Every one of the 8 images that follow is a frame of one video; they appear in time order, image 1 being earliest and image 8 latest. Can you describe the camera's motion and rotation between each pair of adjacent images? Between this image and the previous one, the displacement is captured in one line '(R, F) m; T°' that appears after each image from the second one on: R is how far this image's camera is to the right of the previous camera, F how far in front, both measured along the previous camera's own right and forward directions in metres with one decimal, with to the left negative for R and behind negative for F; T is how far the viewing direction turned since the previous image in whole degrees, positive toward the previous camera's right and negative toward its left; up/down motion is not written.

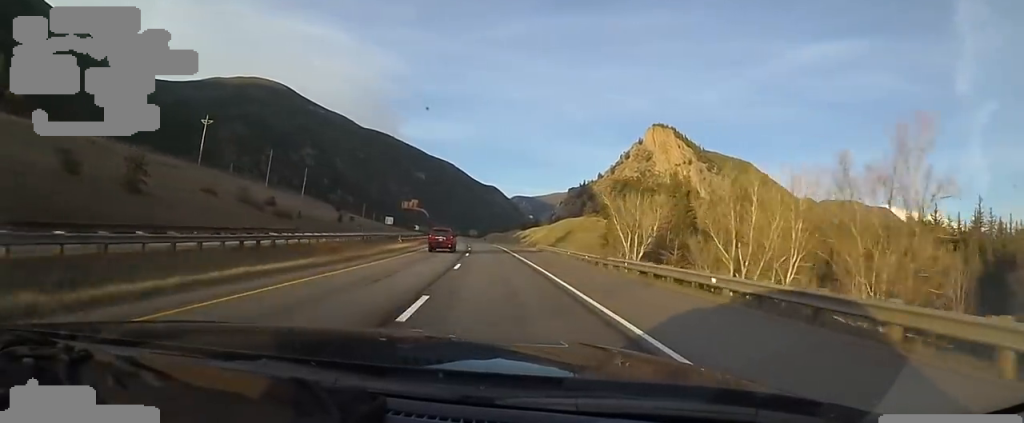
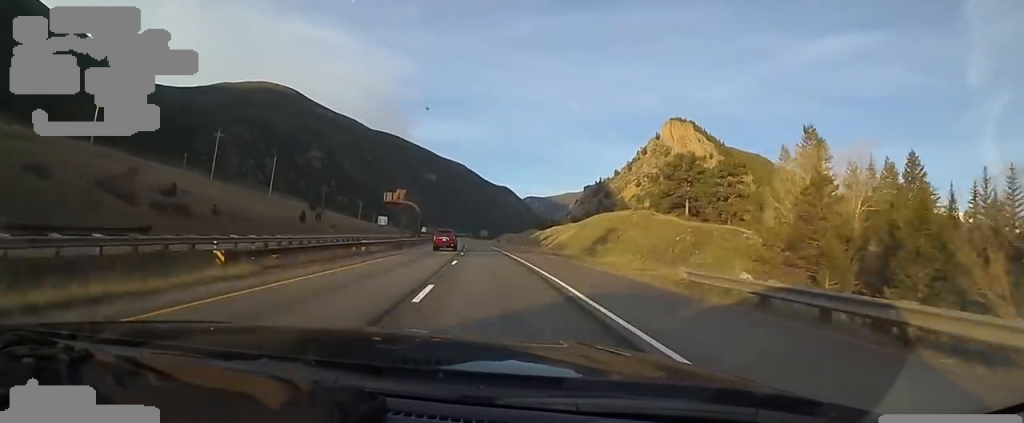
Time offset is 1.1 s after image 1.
(-0.4, +34.4) m; -1°
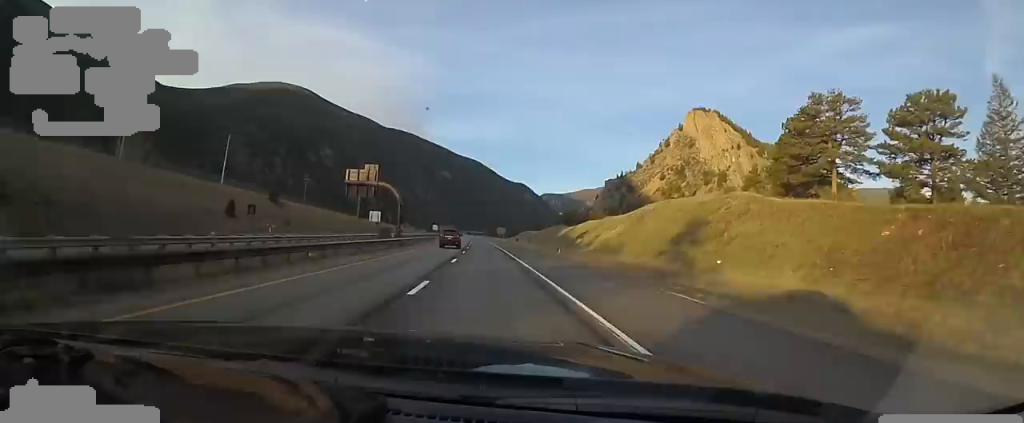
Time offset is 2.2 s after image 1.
(-0.1, +34.6) m; -3°
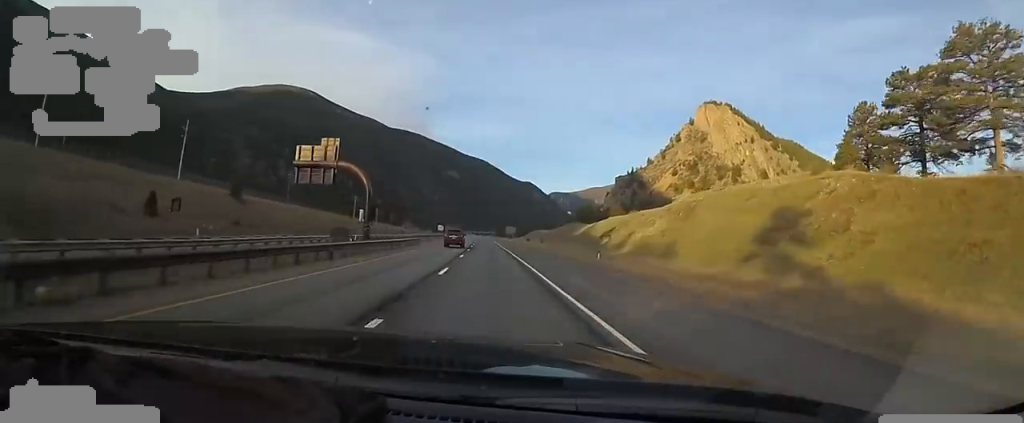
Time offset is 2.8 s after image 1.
(-1.1, +18.9) m; 0°
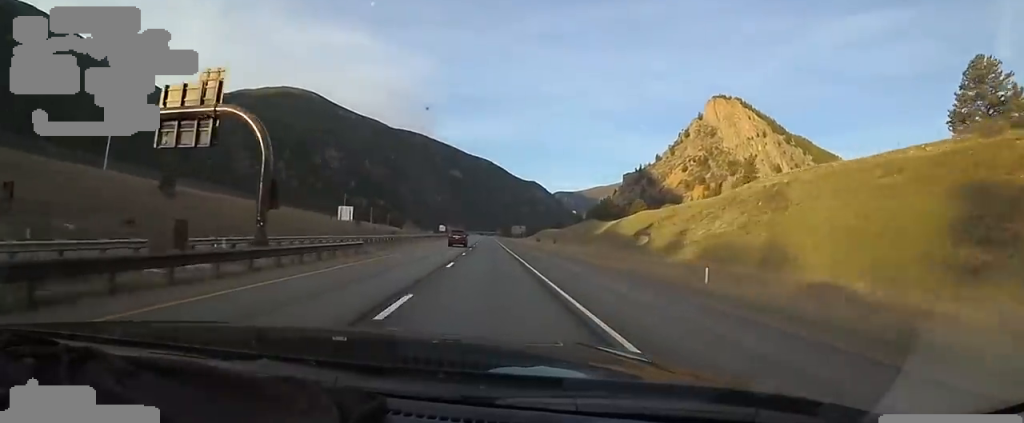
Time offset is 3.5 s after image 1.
(-0.2, +21.1) m; 0°
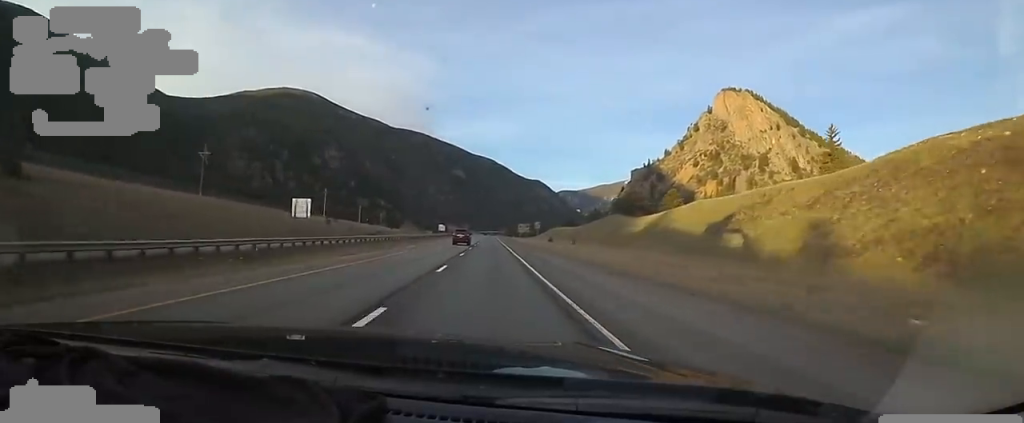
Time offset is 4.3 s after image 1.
(+1.1, +26.3) m; 0°
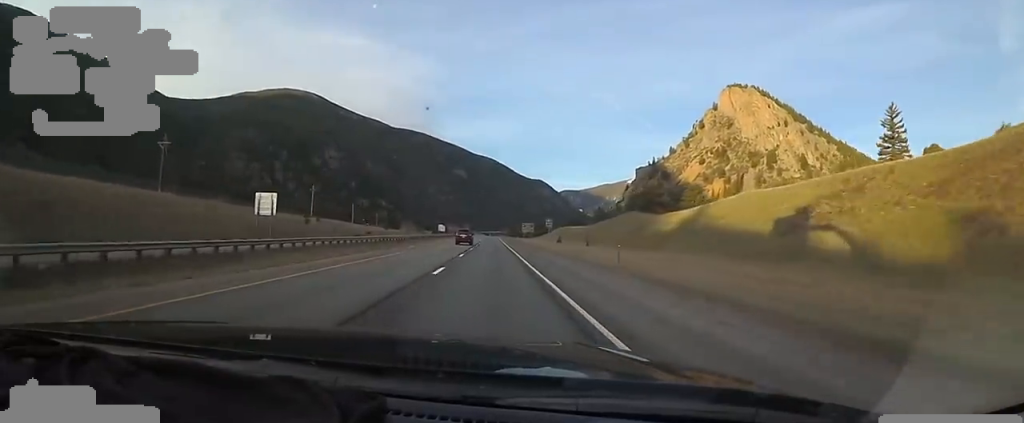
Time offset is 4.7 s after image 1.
(-0.7, +13.6) m; -1°
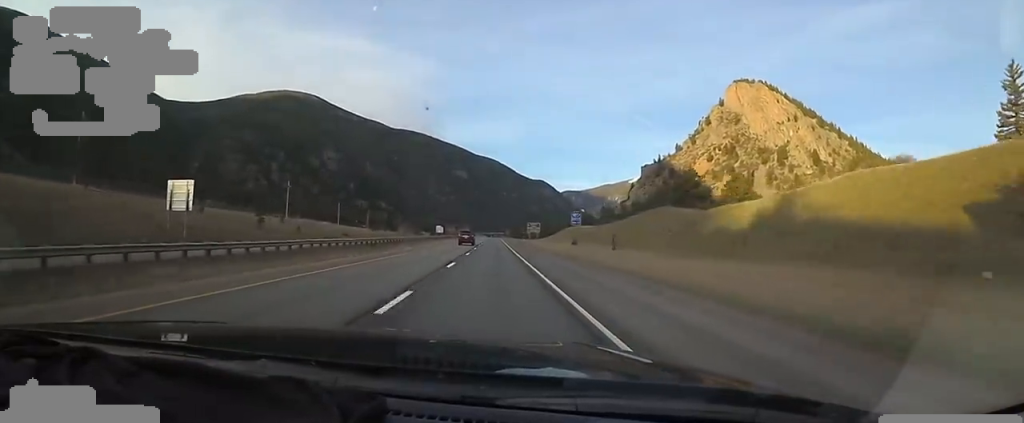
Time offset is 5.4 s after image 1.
(-0.5, +20.0) m; -1°
